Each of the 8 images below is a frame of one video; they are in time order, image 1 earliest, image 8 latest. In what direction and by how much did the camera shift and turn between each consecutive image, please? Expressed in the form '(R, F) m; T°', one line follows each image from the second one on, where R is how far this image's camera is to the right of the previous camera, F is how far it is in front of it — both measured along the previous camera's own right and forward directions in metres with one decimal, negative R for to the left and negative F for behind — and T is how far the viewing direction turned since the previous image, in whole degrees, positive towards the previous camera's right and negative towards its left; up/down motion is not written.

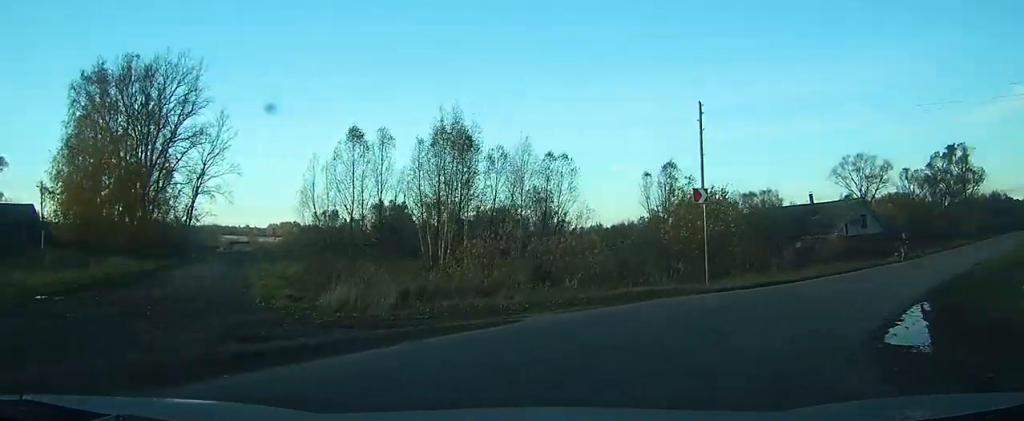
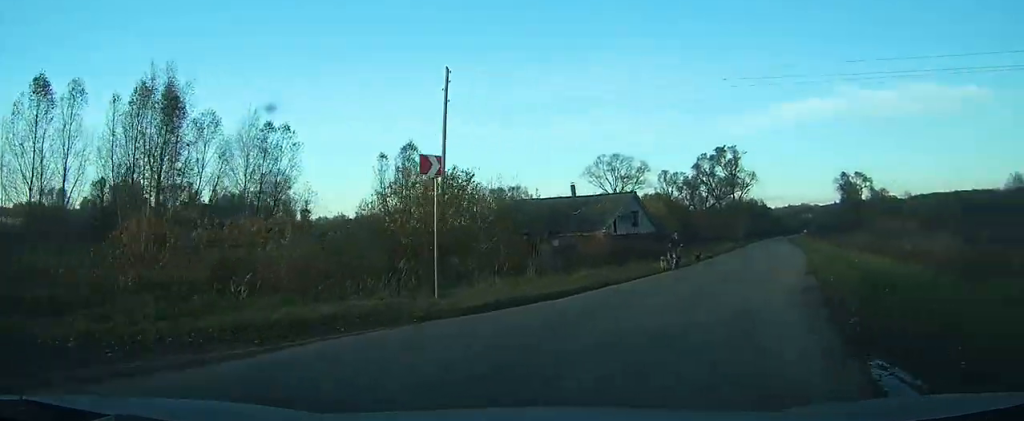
(+2.0, +7.7) m; +18°
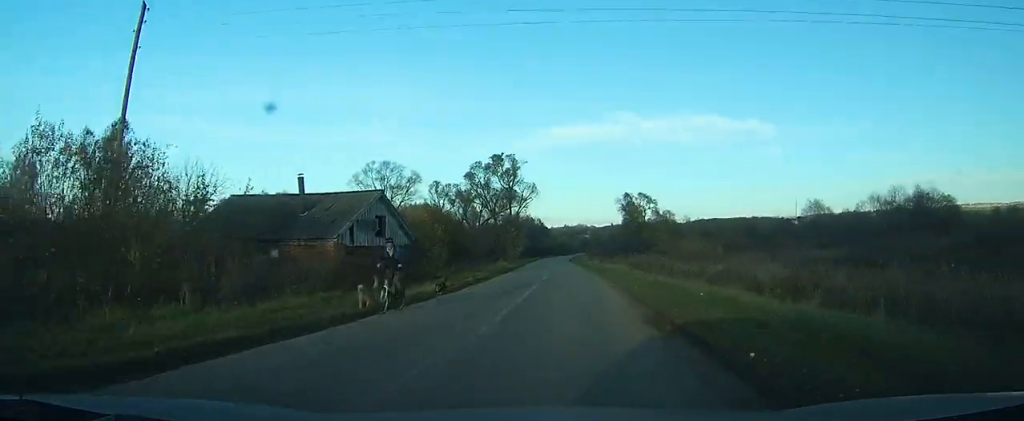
(+2.4, +9.5) m; +20°
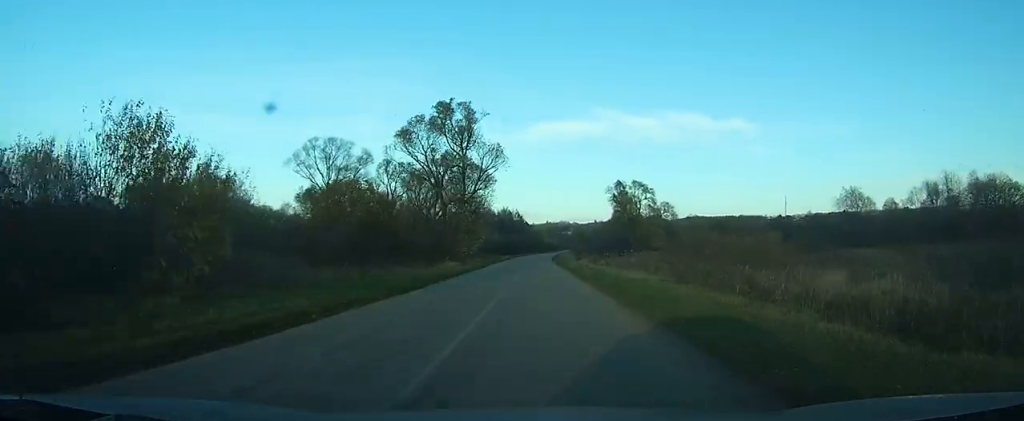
(+2.9, +24.5) m; +8°
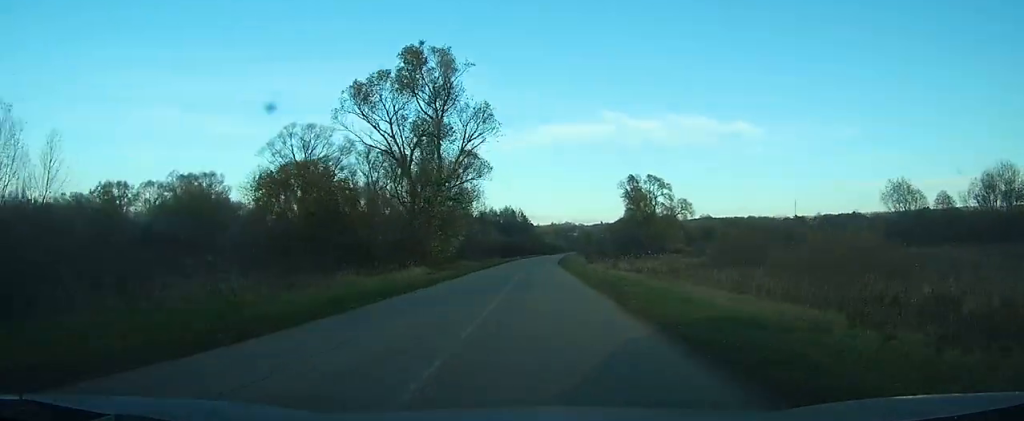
(+0.2, +13.3) m; 0°
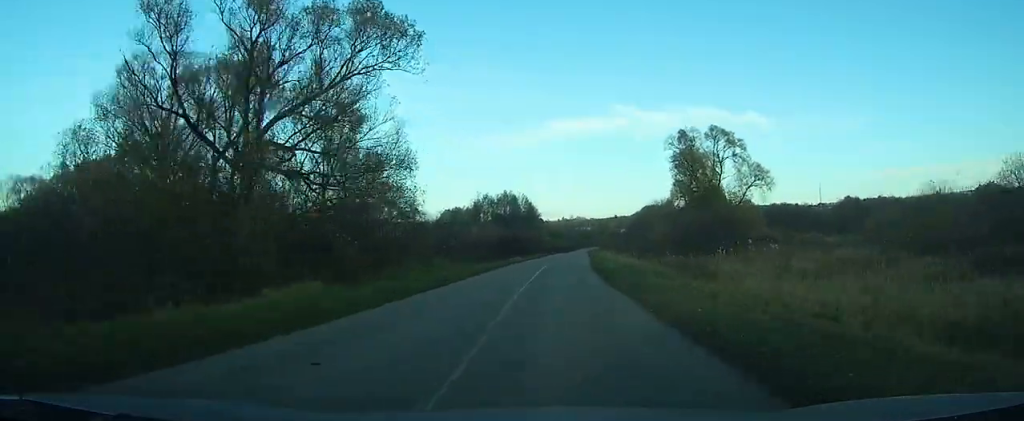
(-0.2, +39.1) m; 0°
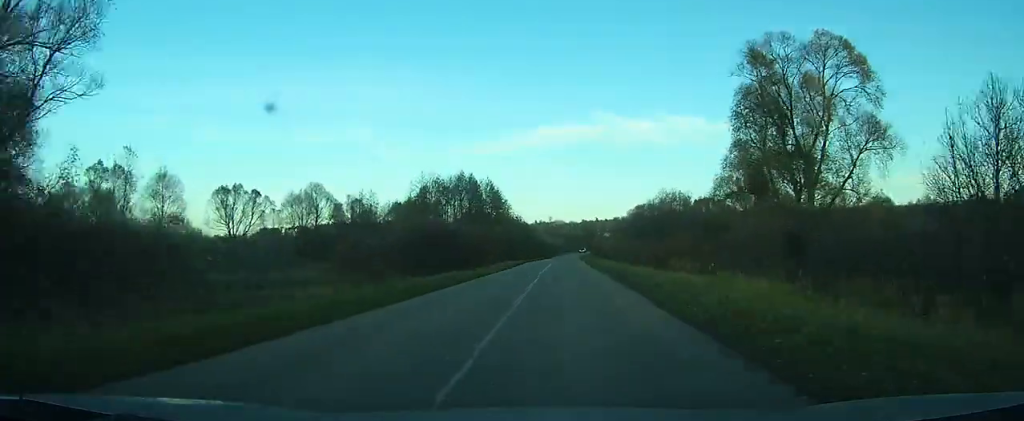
(+0.3, +35.9) m; +1°
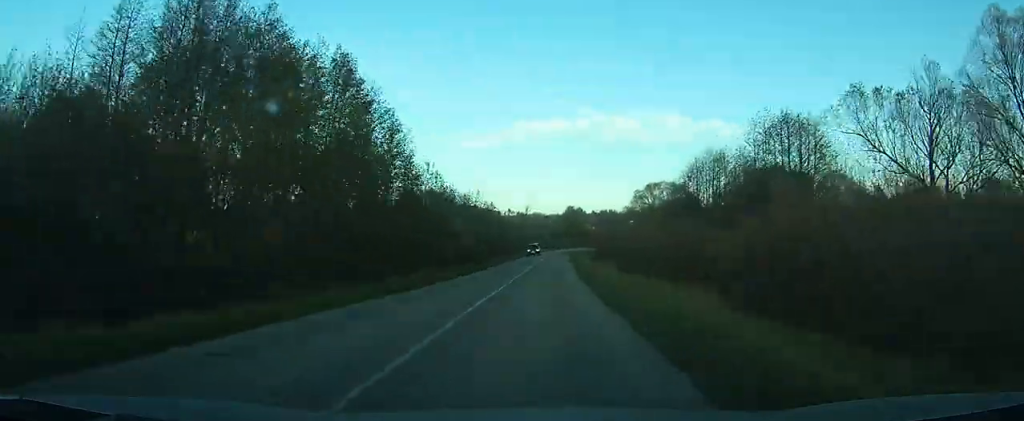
(+0.9, +67.6) m; +1°
